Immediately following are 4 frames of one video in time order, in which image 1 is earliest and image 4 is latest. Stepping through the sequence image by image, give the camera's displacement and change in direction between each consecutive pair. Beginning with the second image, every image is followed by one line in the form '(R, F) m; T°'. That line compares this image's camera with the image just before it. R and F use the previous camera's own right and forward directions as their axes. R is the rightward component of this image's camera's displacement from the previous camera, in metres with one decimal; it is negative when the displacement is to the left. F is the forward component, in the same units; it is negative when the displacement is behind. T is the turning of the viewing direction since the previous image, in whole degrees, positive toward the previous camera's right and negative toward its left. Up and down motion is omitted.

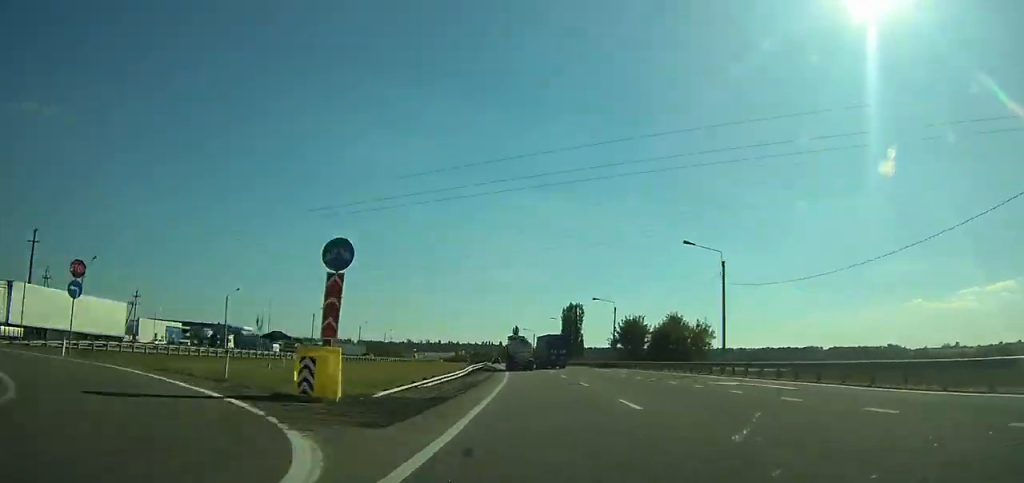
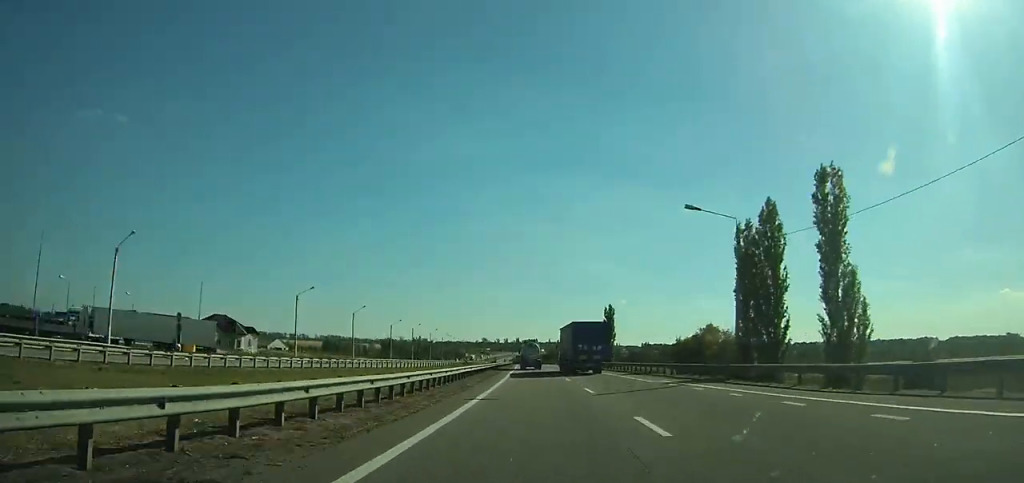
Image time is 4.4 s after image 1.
(-7.2, +110.3) m; -7°
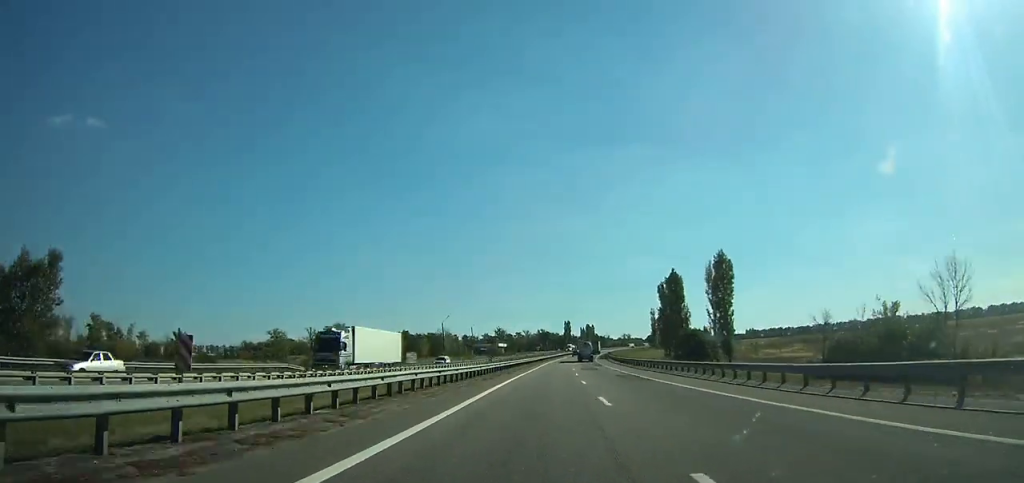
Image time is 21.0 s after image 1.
(-35.8, +461.4) m; -2°
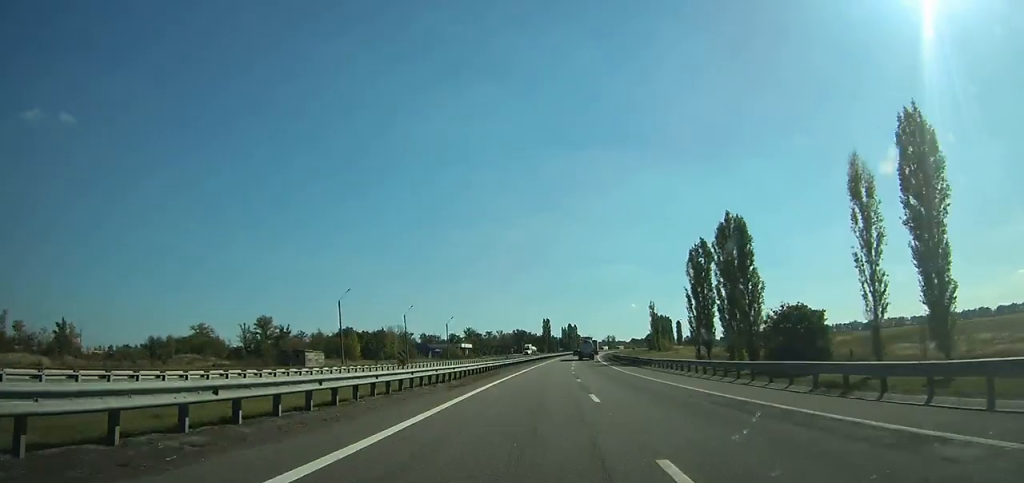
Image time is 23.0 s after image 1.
(+1.1, +59.3) m; +2°
